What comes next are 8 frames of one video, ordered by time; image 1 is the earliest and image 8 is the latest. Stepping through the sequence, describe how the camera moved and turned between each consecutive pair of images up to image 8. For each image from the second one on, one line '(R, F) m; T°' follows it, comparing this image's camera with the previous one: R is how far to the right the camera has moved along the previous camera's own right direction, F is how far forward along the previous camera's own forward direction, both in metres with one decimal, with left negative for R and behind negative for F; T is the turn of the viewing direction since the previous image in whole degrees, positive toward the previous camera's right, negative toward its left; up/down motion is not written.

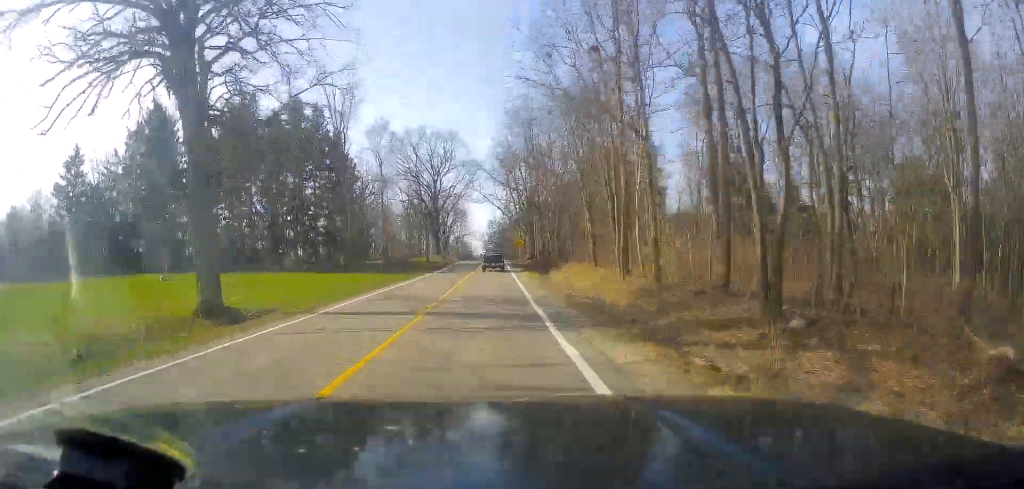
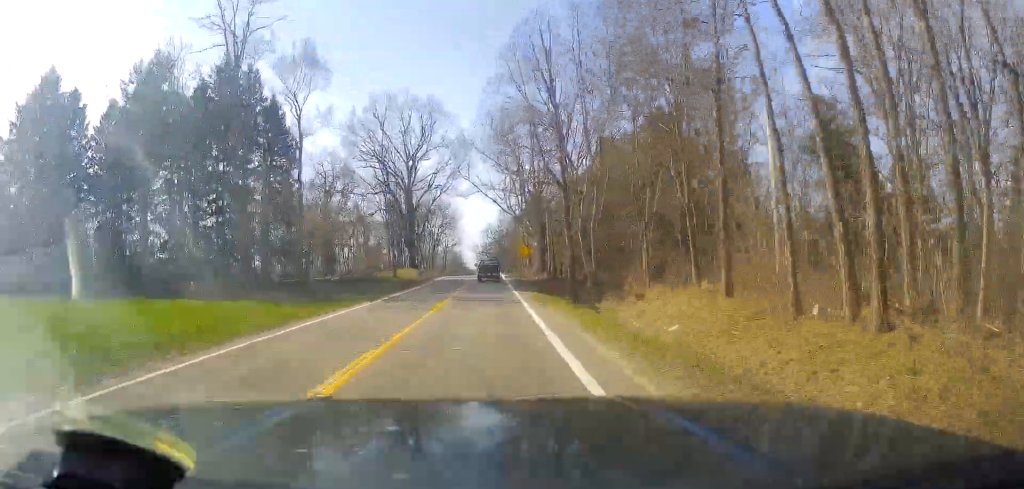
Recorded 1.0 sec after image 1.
(-0.3, +25.5) m; 0°
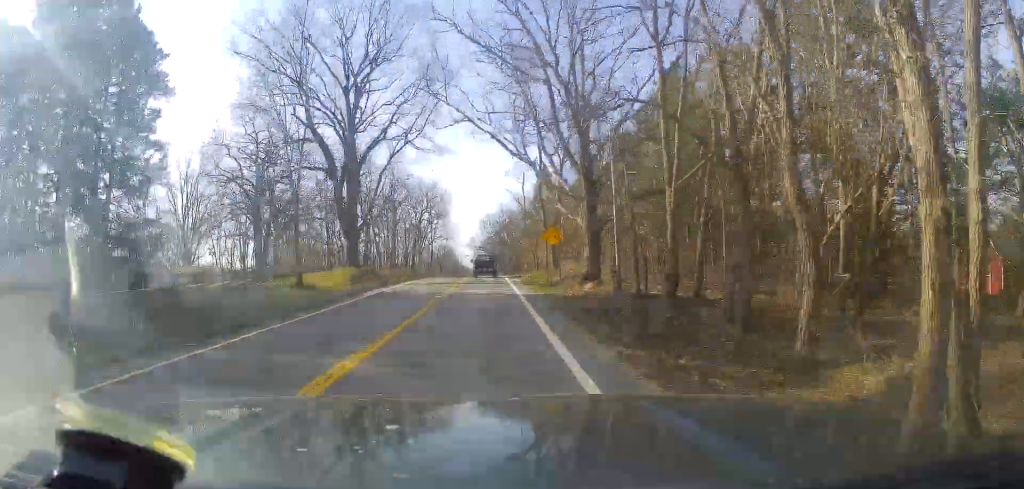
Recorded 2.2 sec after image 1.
(+0.4, +31.0) m; +1°
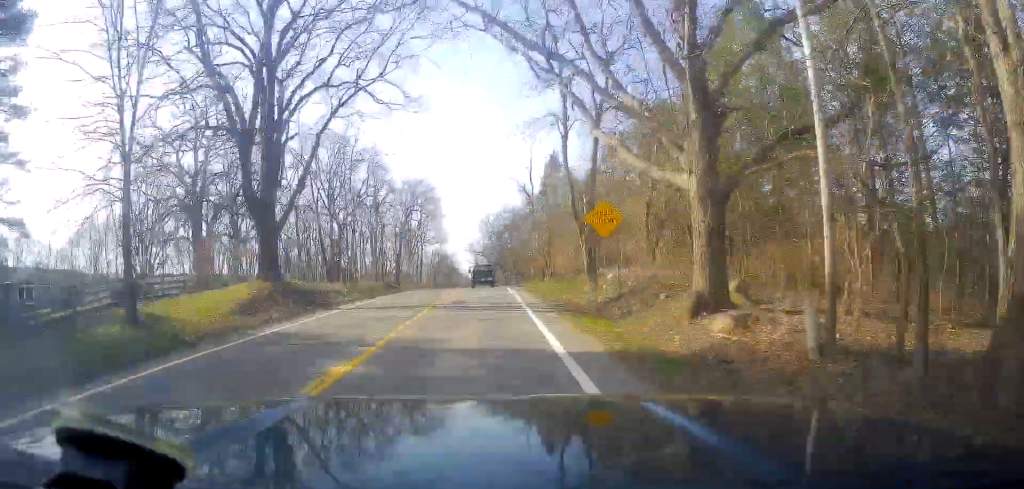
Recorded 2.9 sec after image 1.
(0.0, +16.7) m; 0°
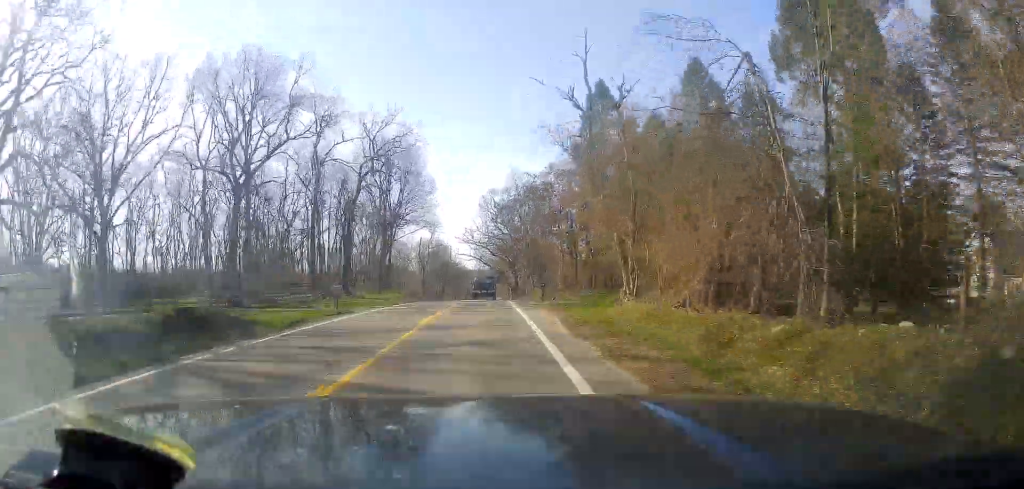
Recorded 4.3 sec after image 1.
(0.0, +33.5) m; 0°
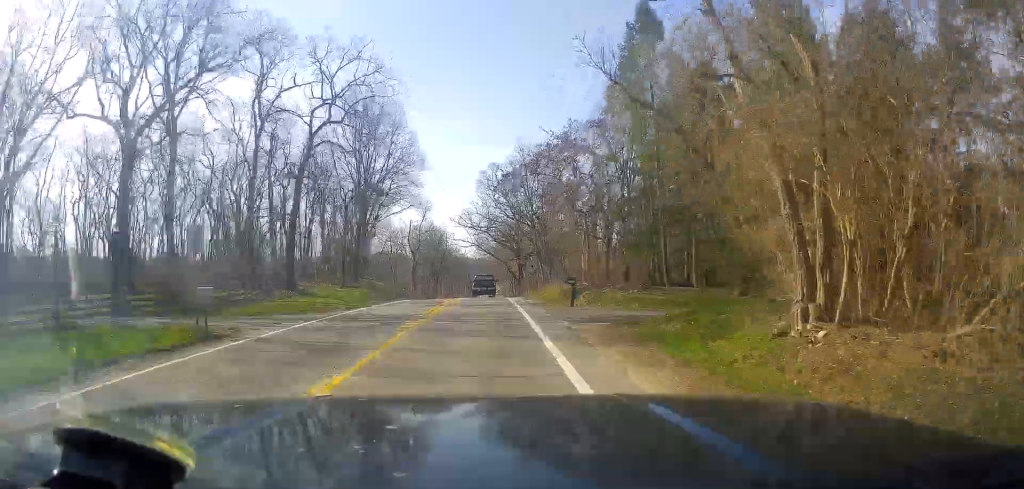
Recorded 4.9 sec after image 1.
(+0.1, +15.0) m; -1°
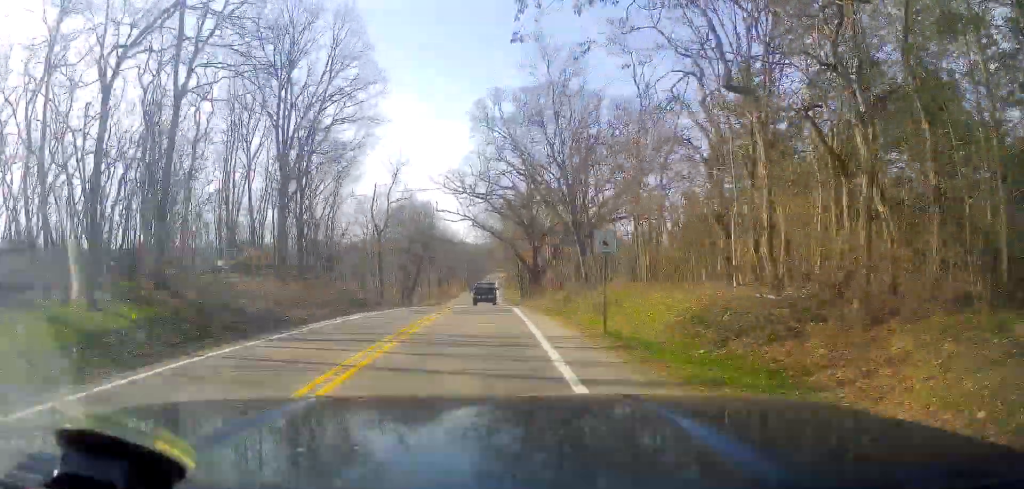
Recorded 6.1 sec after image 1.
(-0.8, +28.3) m; 0°
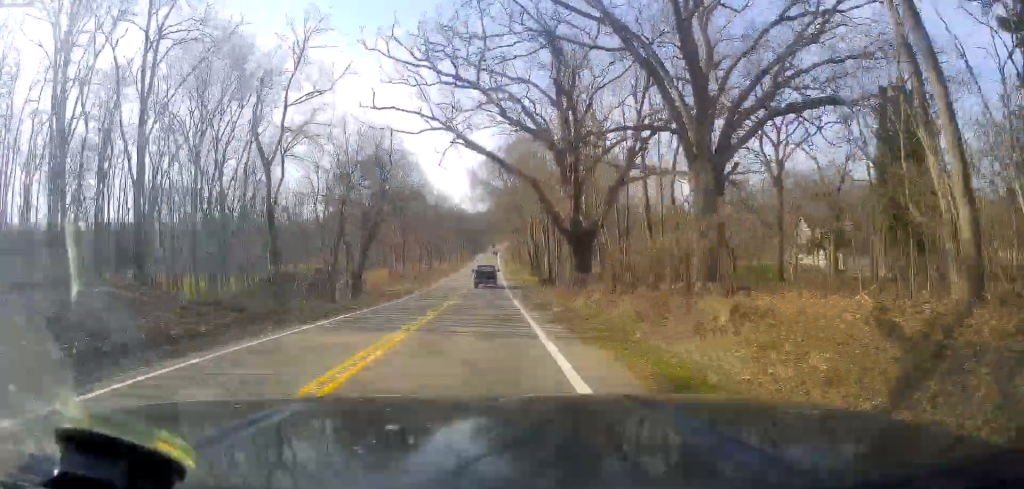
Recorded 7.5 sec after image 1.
(+0.4, +31.4) m; 0°
